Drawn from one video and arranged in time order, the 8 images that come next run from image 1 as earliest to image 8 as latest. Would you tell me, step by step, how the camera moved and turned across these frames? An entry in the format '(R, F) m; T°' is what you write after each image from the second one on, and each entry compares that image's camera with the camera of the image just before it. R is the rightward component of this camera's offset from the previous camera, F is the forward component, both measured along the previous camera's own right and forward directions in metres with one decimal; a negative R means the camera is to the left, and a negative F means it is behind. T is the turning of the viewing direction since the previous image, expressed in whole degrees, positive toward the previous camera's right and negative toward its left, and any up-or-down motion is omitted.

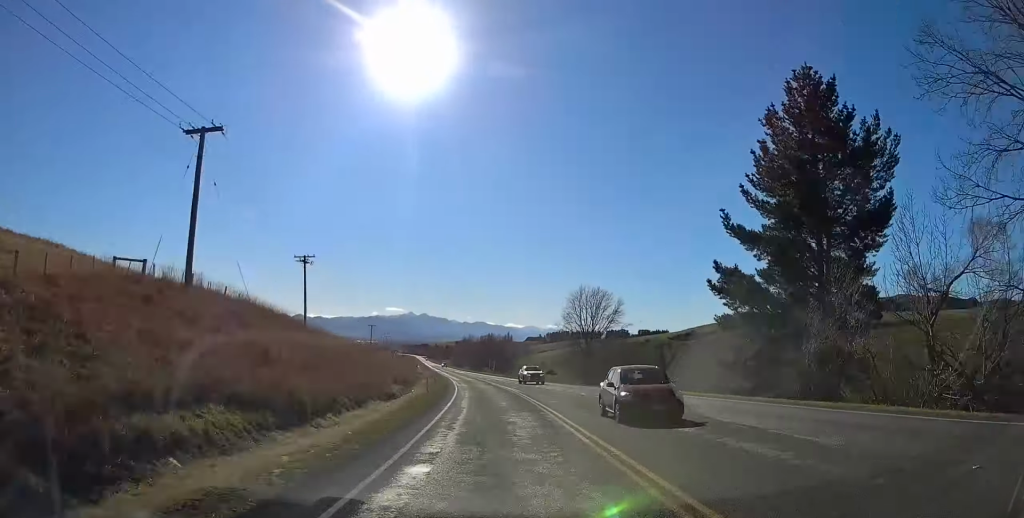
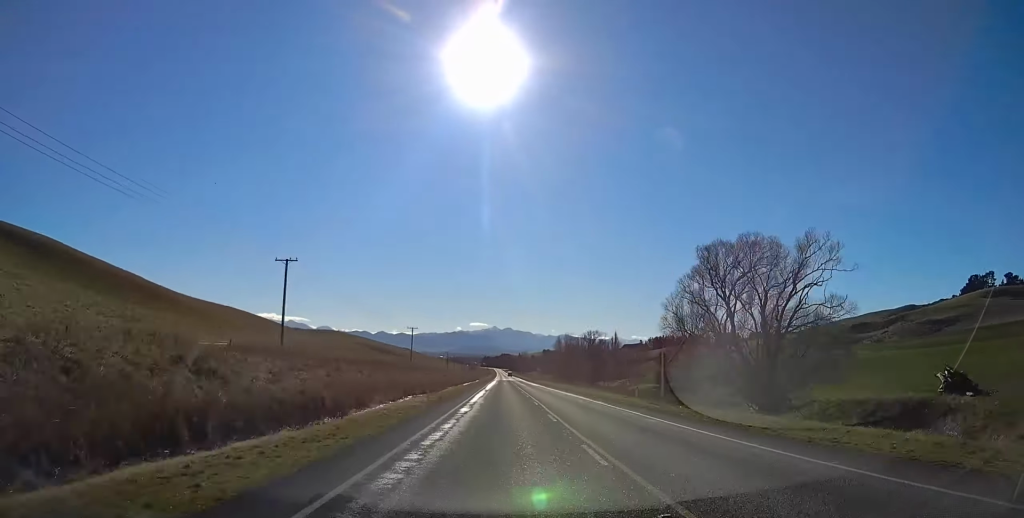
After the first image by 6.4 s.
(-17.9, +181.0) m; -7°
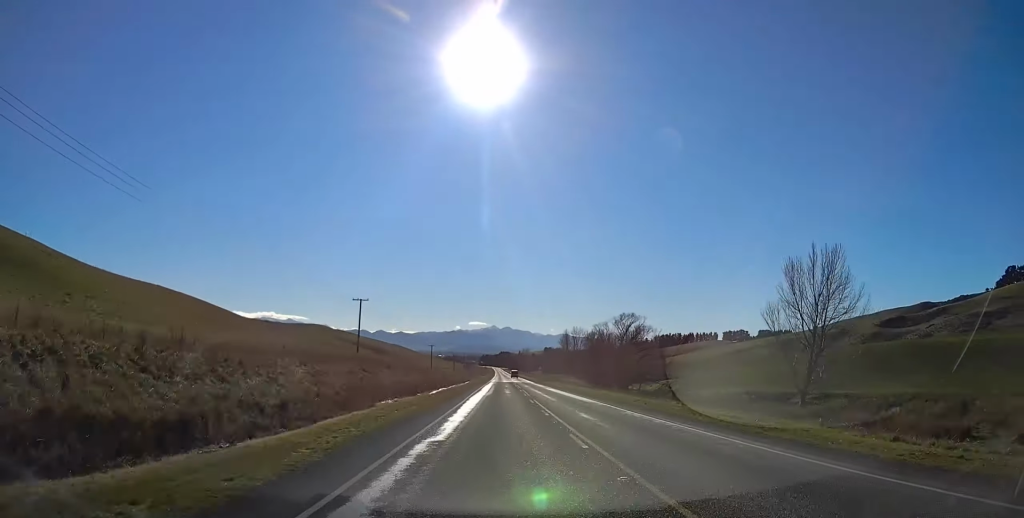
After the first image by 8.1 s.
(+0.2, +58.5) m; 0°
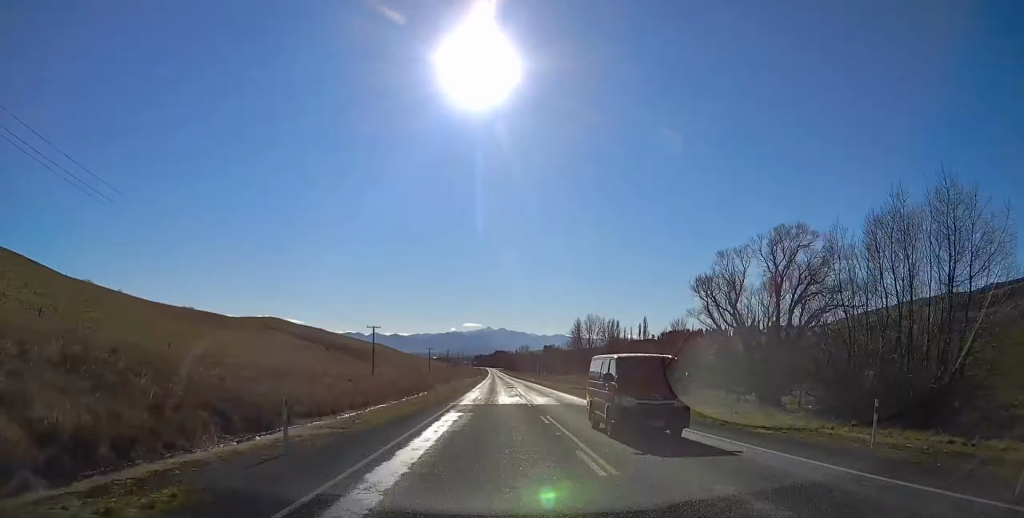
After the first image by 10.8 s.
(+0.7, +91.8) m; 0°
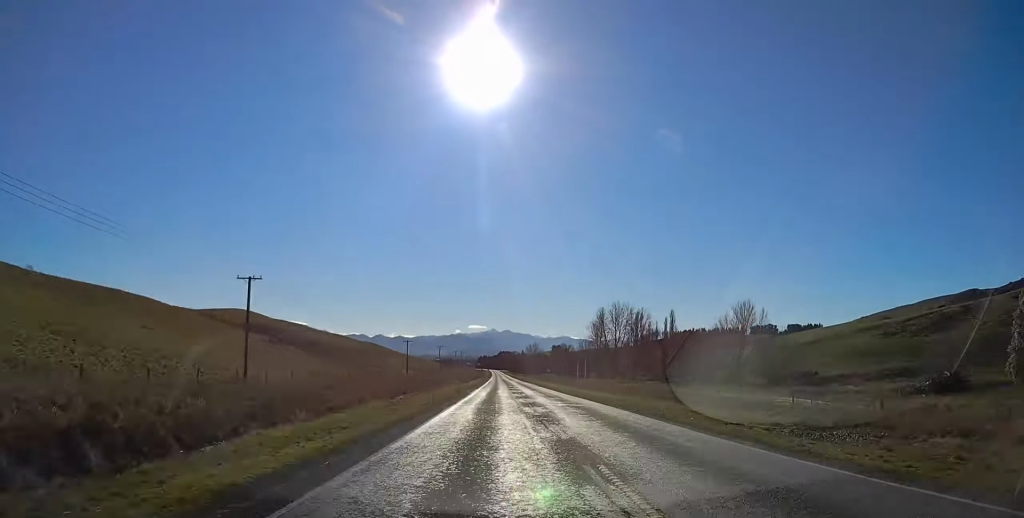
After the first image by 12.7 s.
(-0.4, +42.1) m; 0°
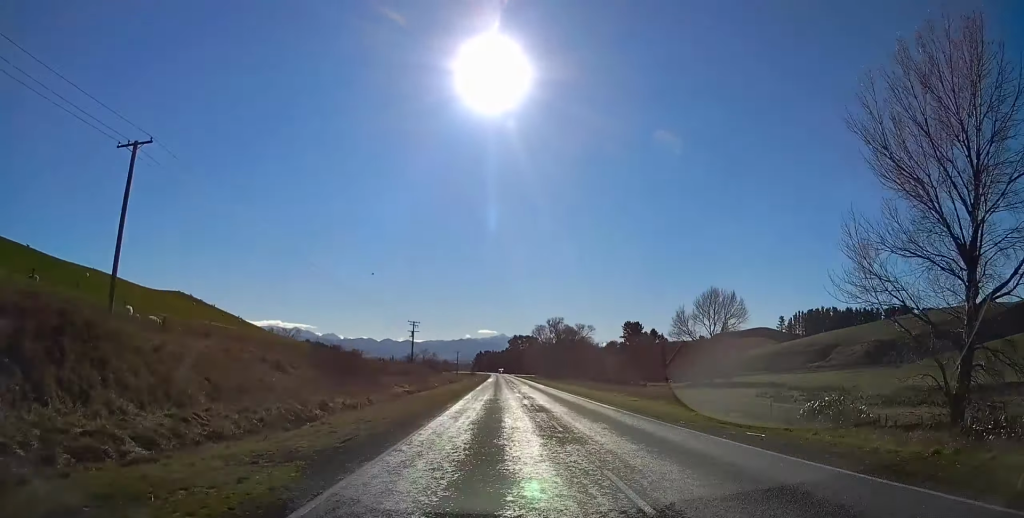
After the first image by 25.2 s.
(-1.7, +330.0) m; -1°
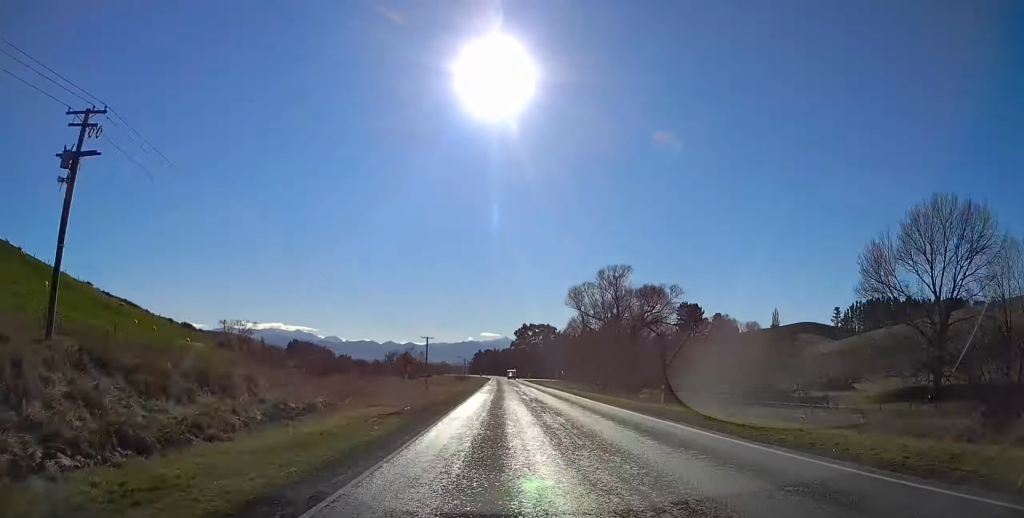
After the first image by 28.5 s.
(-0.1, +98.3) m; 0°
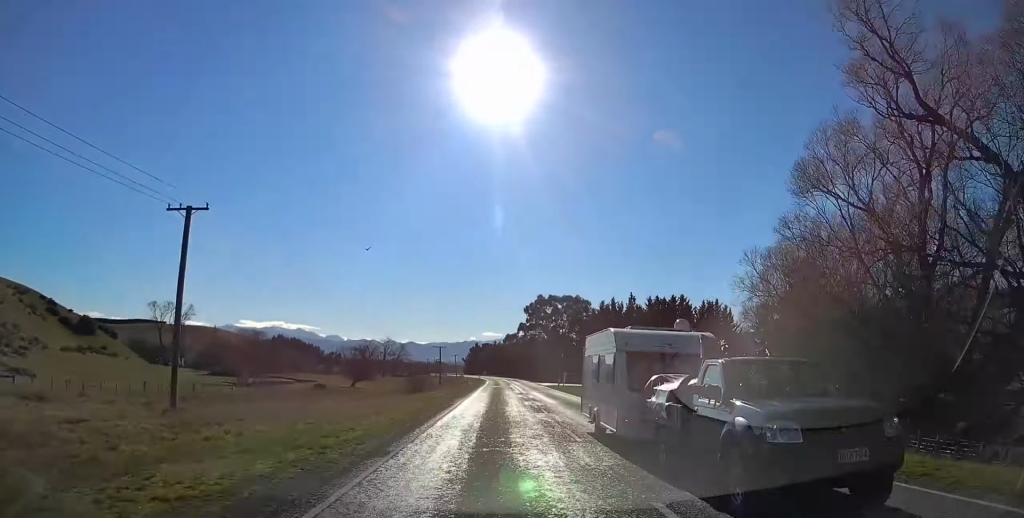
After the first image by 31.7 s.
(-0.4, +101.3) m; -1°
